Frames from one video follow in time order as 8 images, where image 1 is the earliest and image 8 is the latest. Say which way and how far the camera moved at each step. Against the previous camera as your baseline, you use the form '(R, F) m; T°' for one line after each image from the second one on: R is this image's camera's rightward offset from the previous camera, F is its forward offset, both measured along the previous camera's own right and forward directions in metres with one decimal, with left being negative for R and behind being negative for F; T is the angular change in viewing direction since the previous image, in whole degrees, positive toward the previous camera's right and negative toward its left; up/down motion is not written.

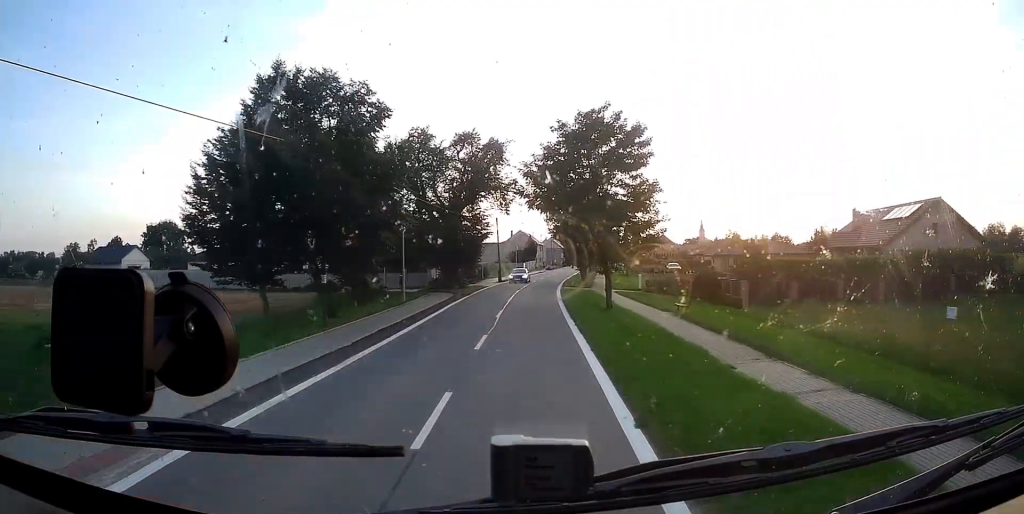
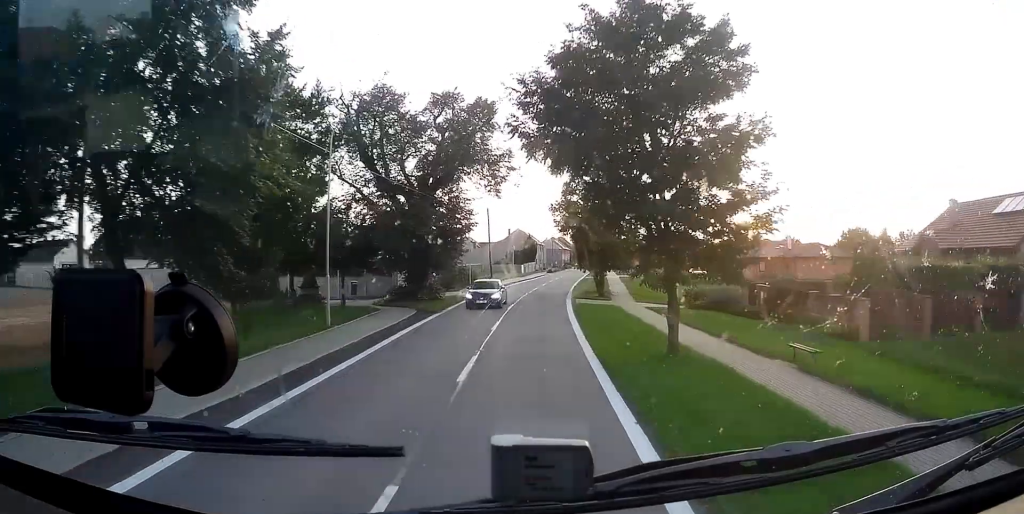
(+0.3, +13.2) m; 0°
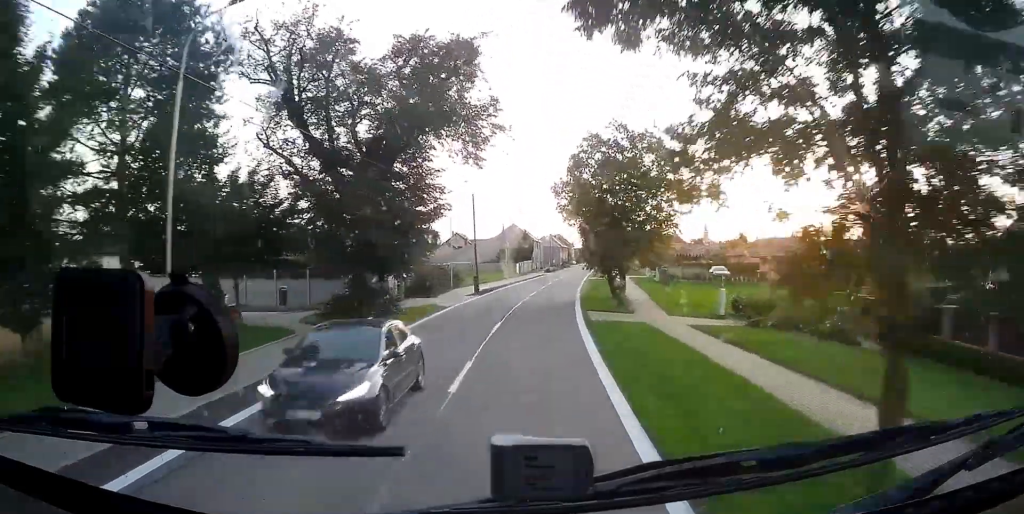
(-0.1, +10.4) m; +1°
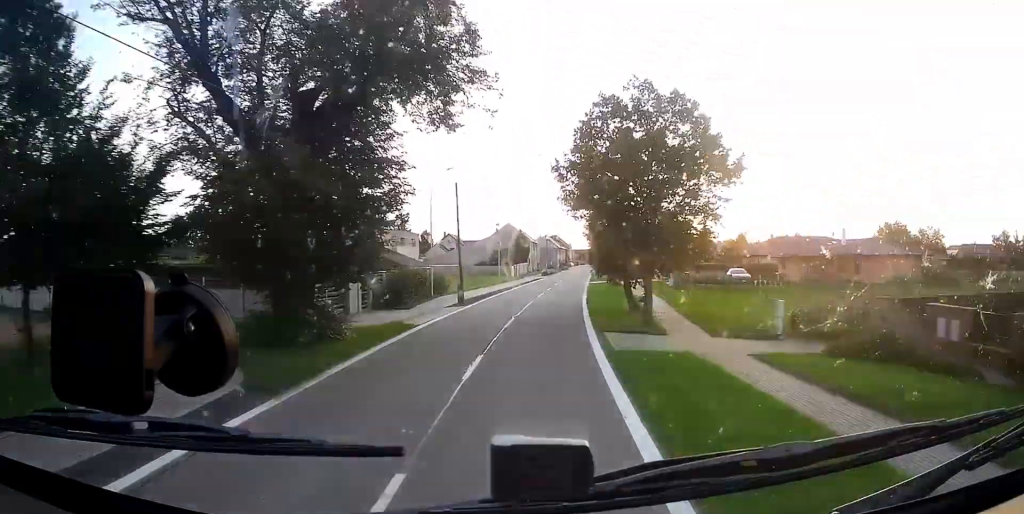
(-0.4, +7.1) m; +1°
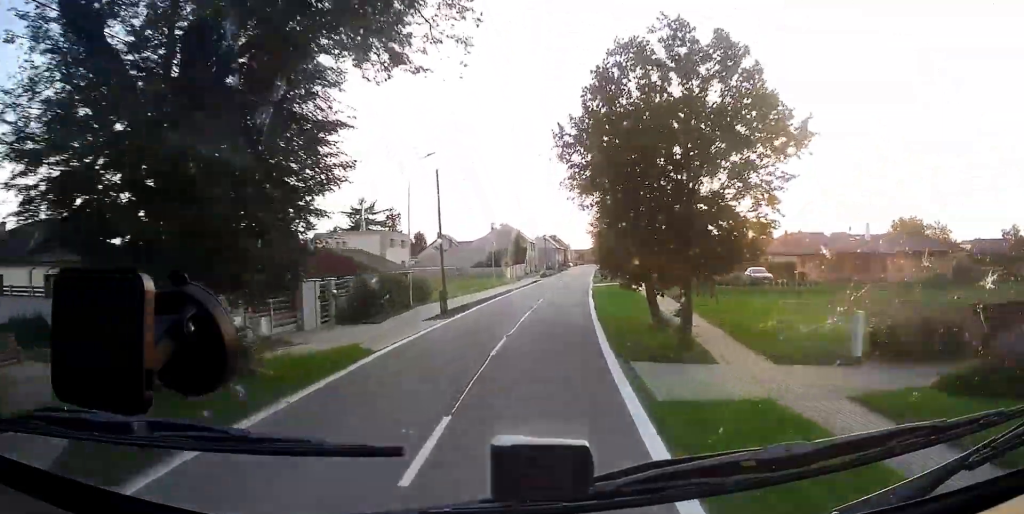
(+0.4, +5.9) m; +2°
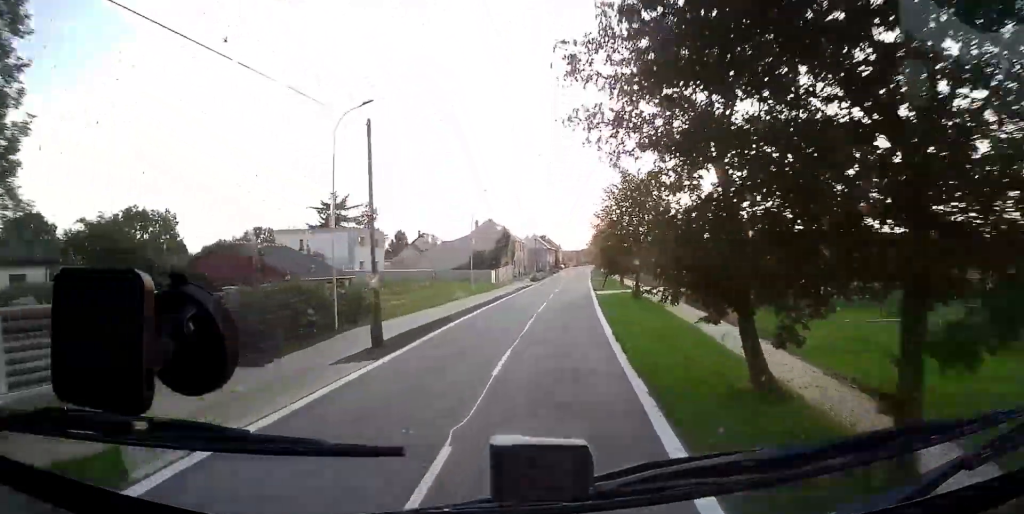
(+0.4, +10.7) m; +3°
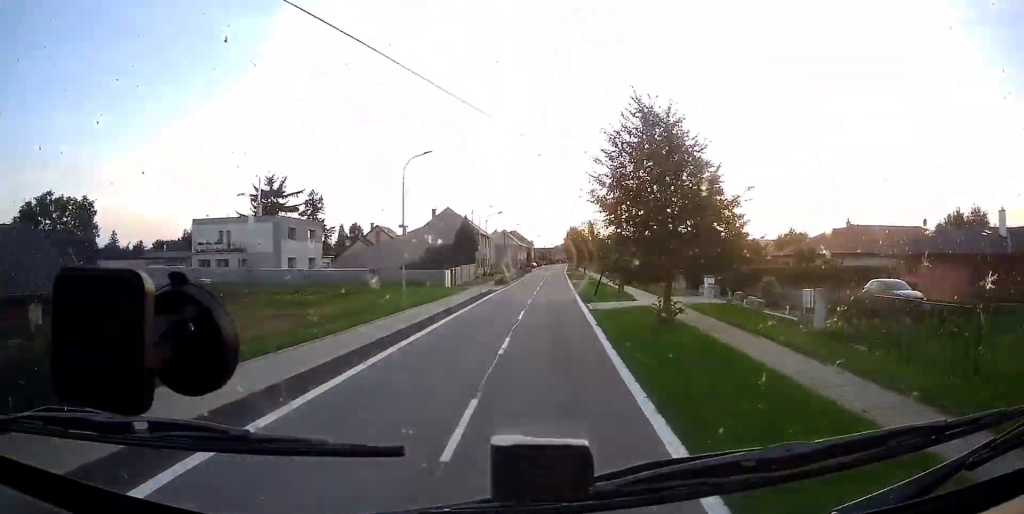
(0.0, +15.0) m; 0°
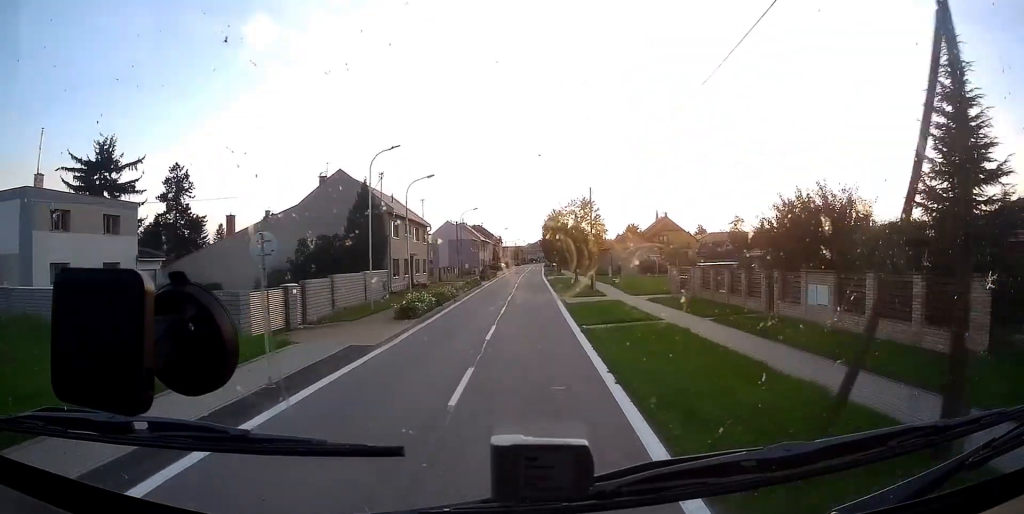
(0.0, +33.1) m; +2°
